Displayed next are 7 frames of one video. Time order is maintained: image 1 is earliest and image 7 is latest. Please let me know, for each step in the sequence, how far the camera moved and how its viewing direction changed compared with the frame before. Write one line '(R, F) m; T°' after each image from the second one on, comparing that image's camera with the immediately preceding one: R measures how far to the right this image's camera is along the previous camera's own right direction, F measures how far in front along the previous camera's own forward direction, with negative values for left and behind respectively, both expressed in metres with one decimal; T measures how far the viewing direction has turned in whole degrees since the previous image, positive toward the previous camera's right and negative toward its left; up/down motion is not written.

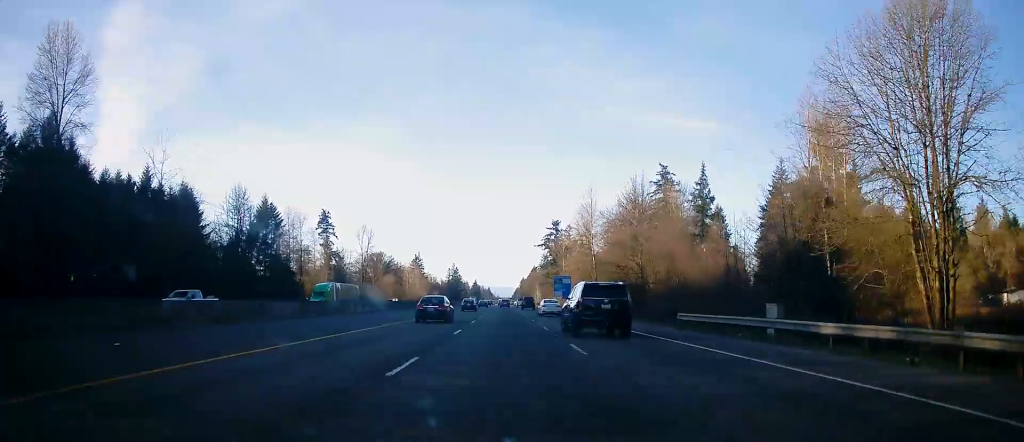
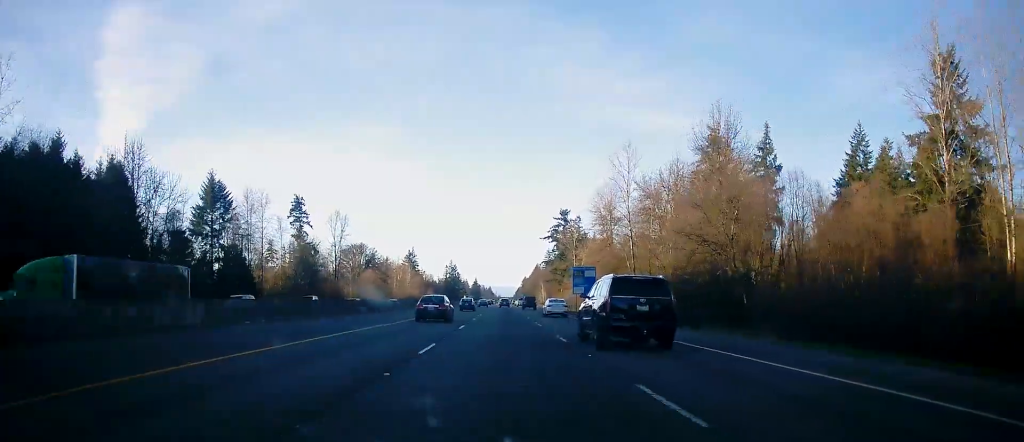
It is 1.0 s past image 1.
(+0.5, +32.3) m; 0°
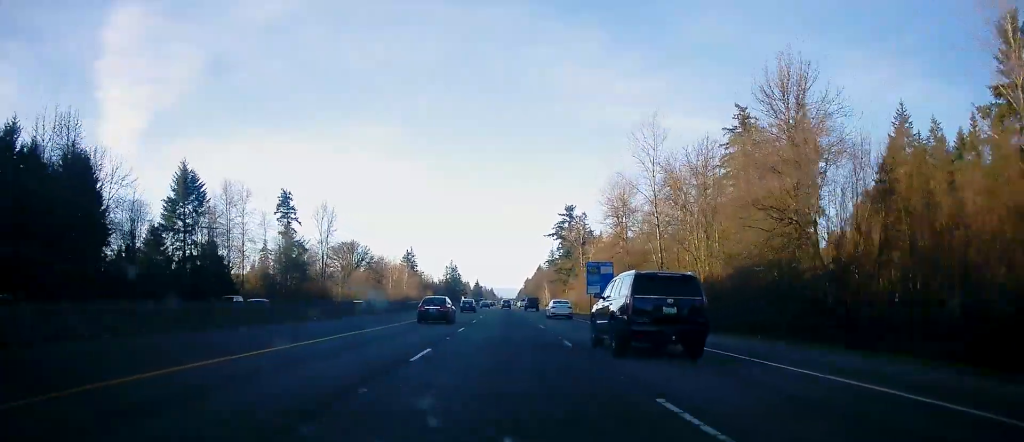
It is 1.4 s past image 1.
(-0.1, +13.4) m; 0°
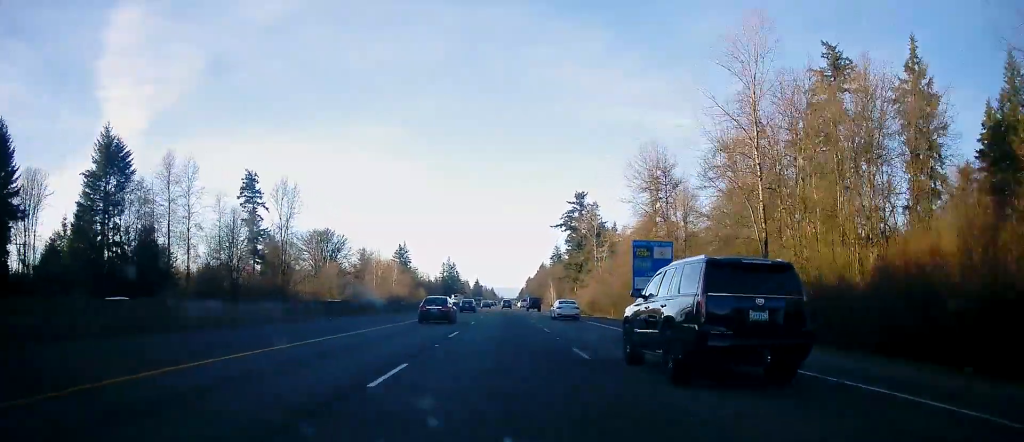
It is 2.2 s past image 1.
(-0.6, +27.8) m; 0°
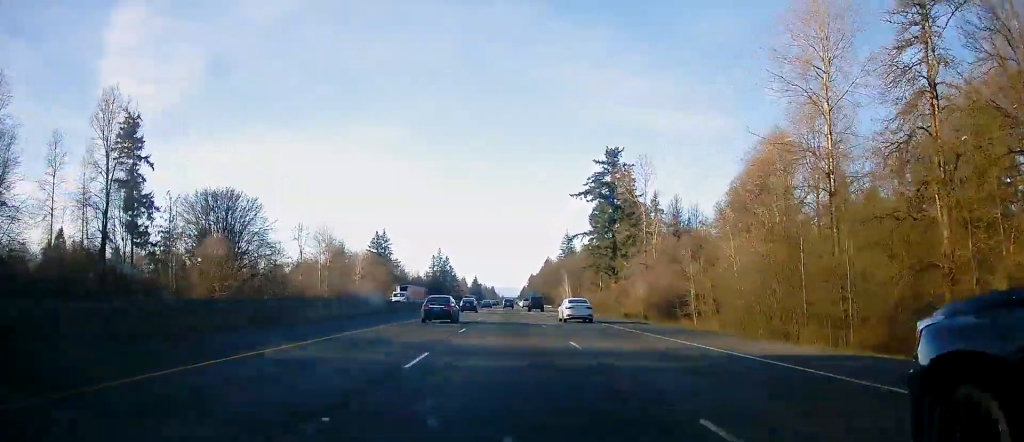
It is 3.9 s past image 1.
(+0.4, +58.2) m; 0°
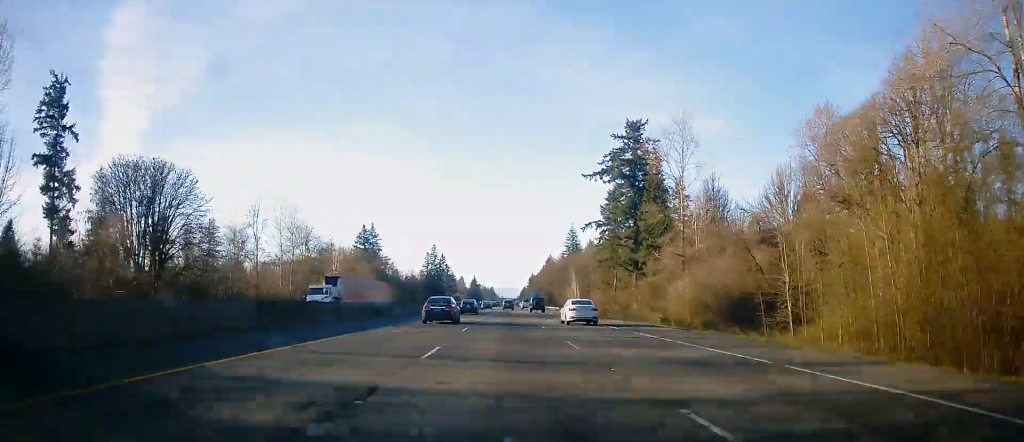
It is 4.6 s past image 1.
(+0.1, +23.5) m; 0°
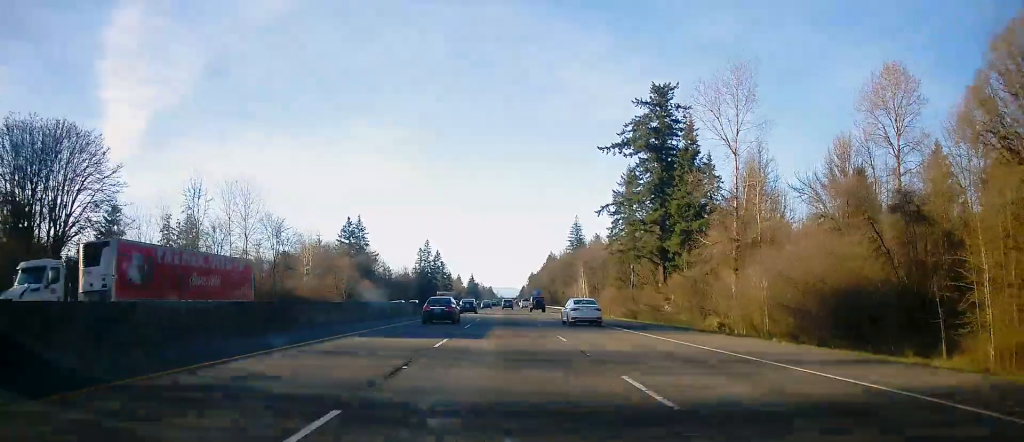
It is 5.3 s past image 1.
(+0.1, +21.3) m; 0°
